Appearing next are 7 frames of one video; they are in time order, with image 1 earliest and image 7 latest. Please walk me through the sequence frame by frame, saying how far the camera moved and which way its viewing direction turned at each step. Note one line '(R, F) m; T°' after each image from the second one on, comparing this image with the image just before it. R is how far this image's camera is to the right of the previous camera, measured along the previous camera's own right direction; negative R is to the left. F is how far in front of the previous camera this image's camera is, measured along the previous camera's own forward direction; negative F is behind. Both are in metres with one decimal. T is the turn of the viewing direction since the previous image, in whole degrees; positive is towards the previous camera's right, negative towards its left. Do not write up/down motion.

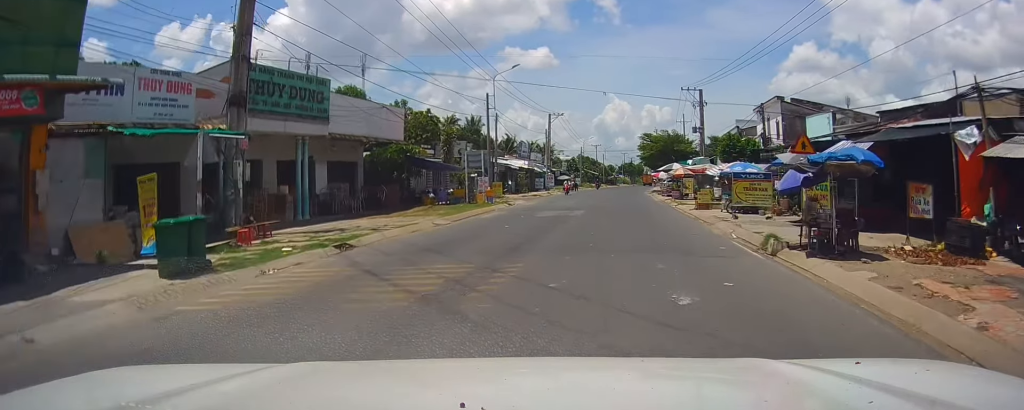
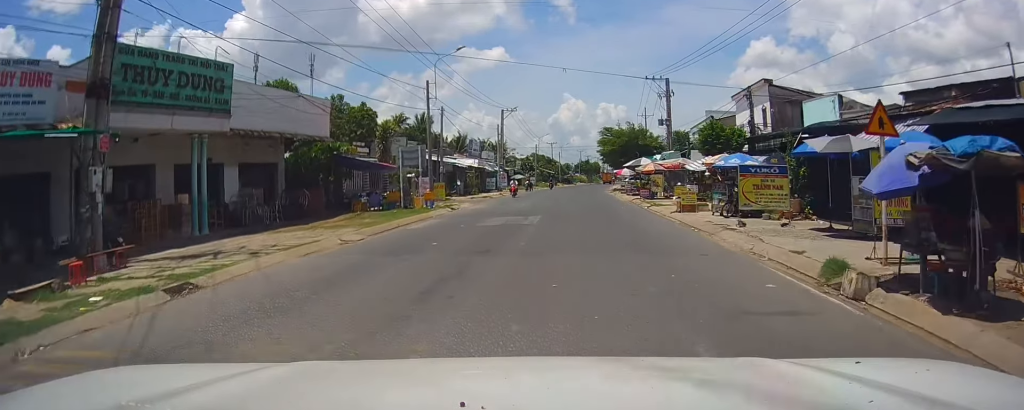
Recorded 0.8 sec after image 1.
(+0.2, +5.5) m; +3°
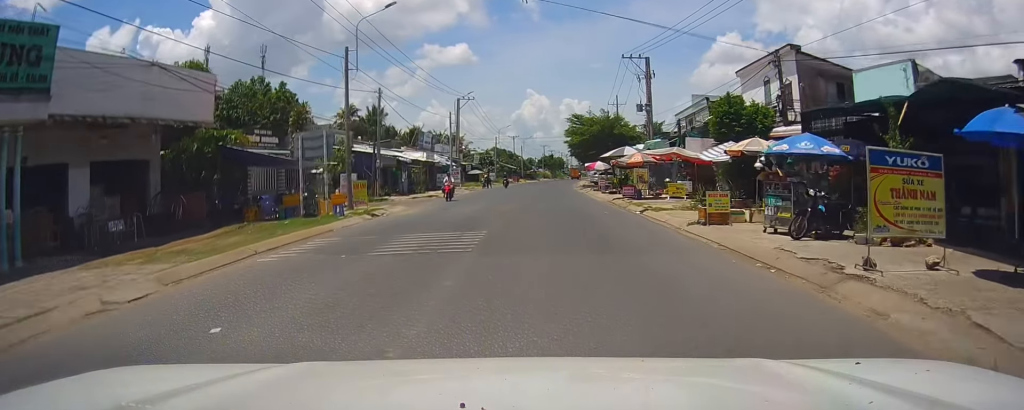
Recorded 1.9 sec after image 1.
(+0.3, +8.9) m; +2°
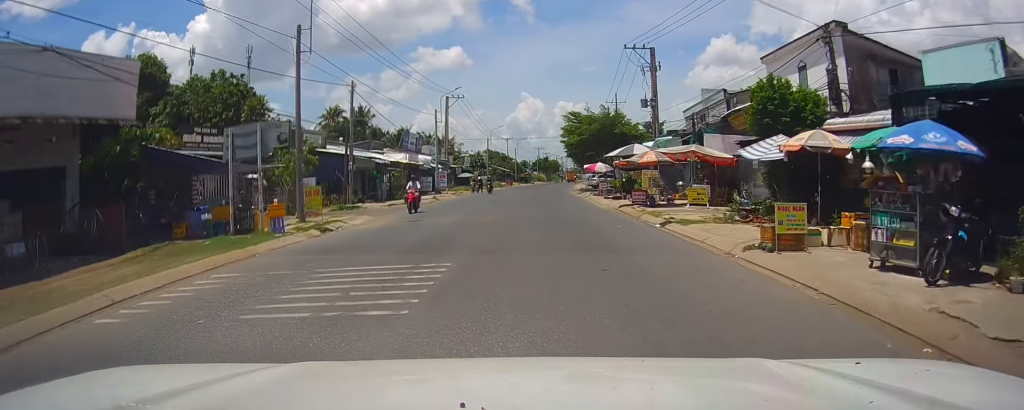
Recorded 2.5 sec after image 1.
(+0.3, +4.9) m; -1°
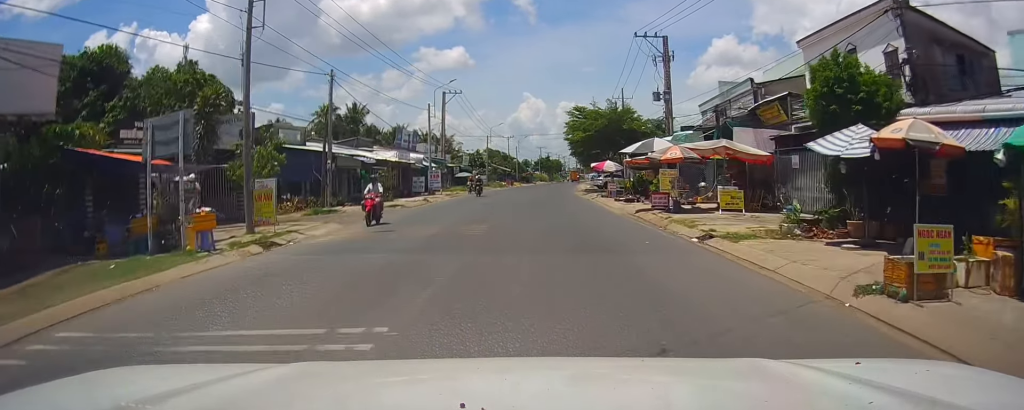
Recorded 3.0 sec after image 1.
(-0.3, +4.3) m; 0°
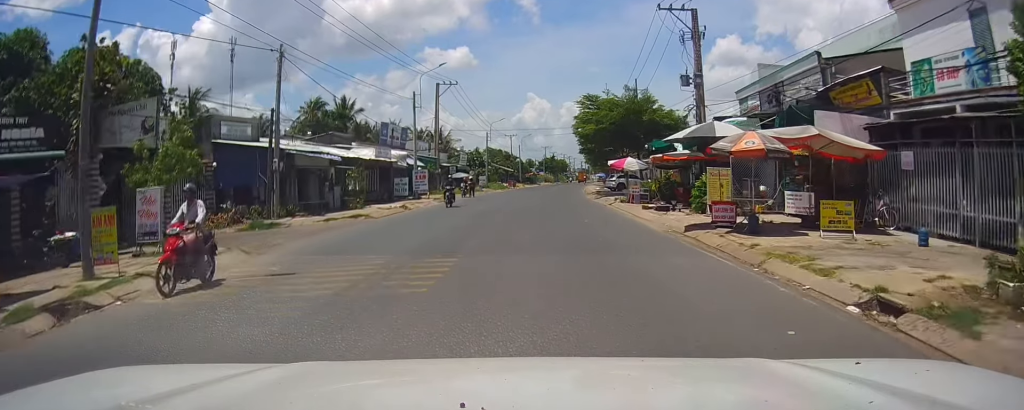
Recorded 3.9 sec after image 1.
(-0.1, +7.9) m; +1°
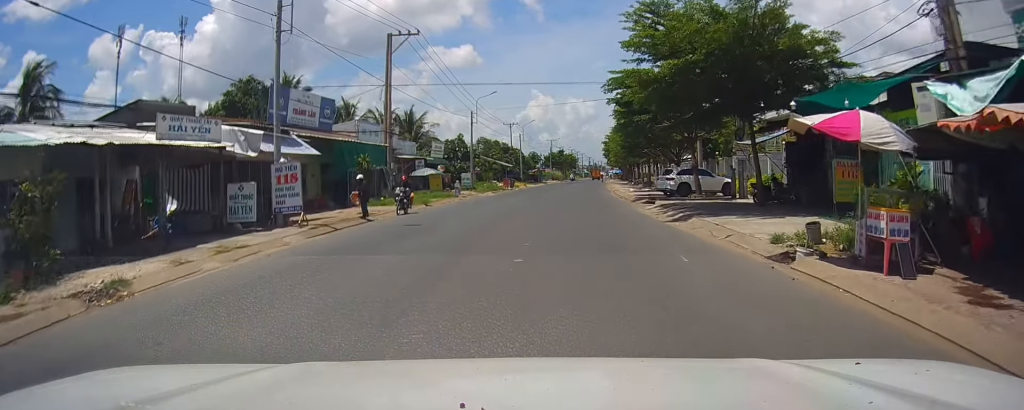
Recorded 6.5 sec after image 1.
(+0.3, +24.3) m; 0°
